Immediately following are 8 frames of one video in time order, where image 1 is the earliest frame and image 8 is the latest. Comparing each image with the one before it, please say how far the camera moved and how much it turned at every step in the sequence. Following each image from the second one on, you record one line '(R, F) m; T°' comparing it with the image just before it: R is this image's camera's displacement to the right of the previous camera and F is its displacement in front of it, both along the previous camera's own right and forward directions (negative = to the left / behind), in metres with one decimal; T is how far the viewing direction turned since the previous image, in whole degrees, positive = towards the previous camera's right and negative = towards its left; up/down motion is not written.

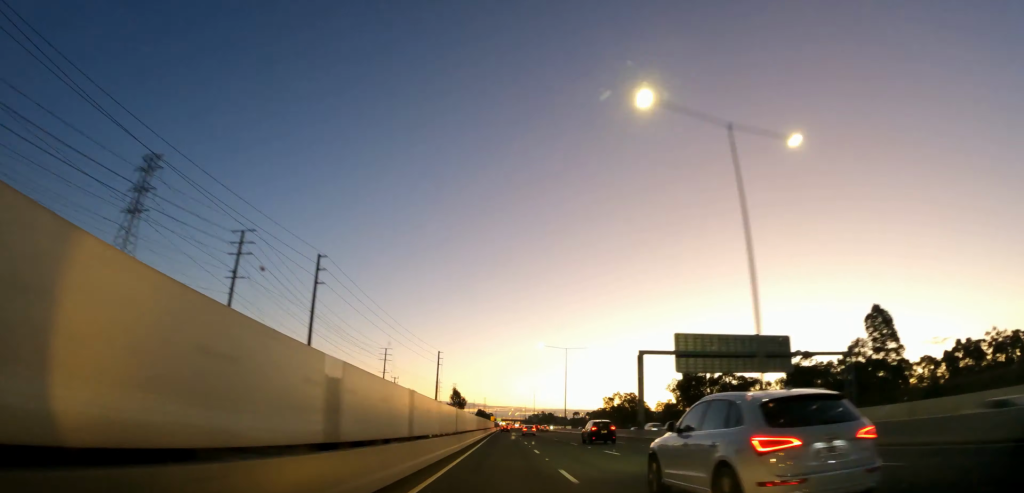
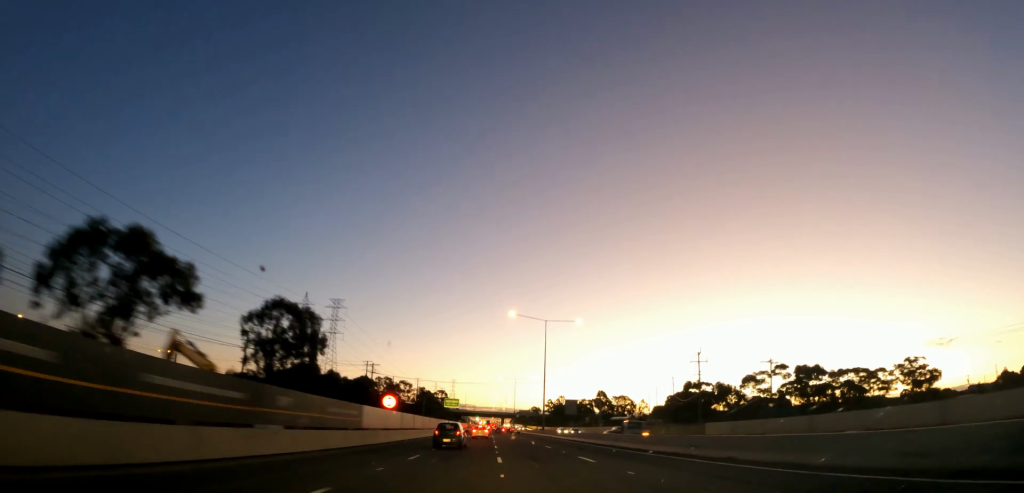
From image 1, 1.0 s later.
(-0.2, +28.0) m; -2°
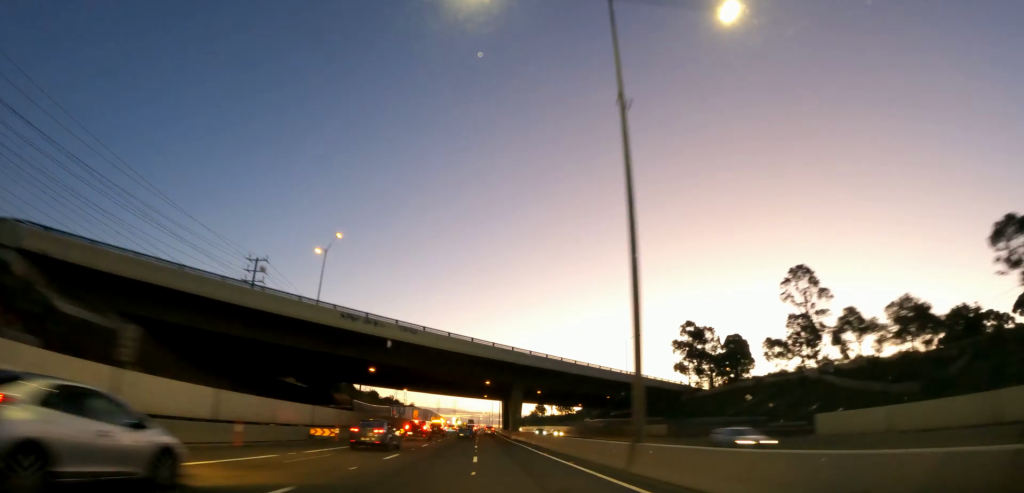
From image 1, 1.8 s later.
(-0.8, +25.2) m; 0°
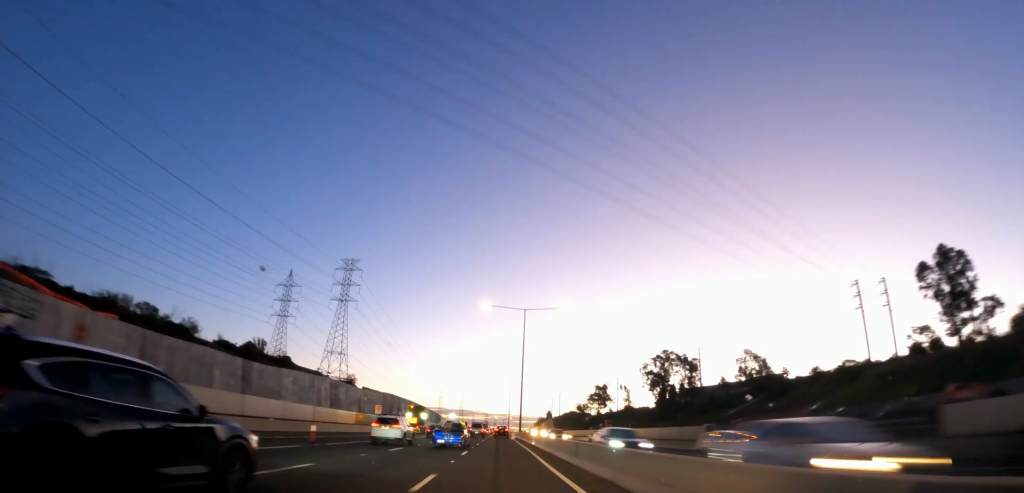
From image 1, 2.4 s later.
(+0.3, +15.5) m; +2°
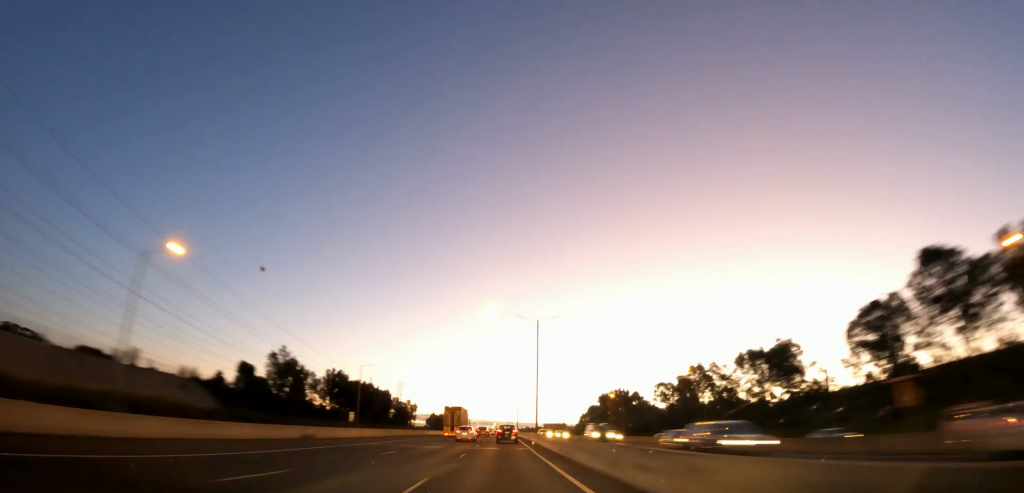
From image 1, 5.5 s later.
(+0.3, +92.5) m; +1°
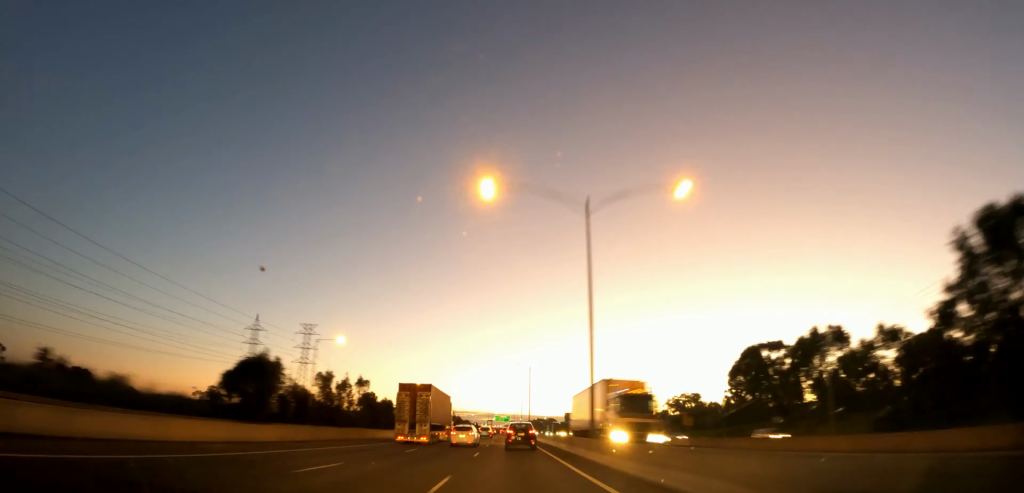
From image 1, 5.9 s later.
(+0.3, +11.6) m; -1°
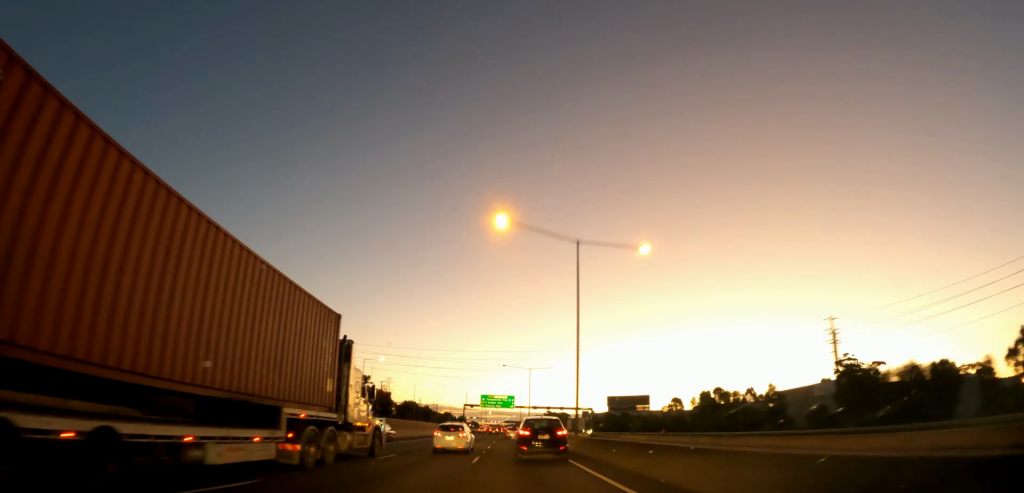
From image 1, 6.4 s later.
(+0.5, +12.6) m; -1°
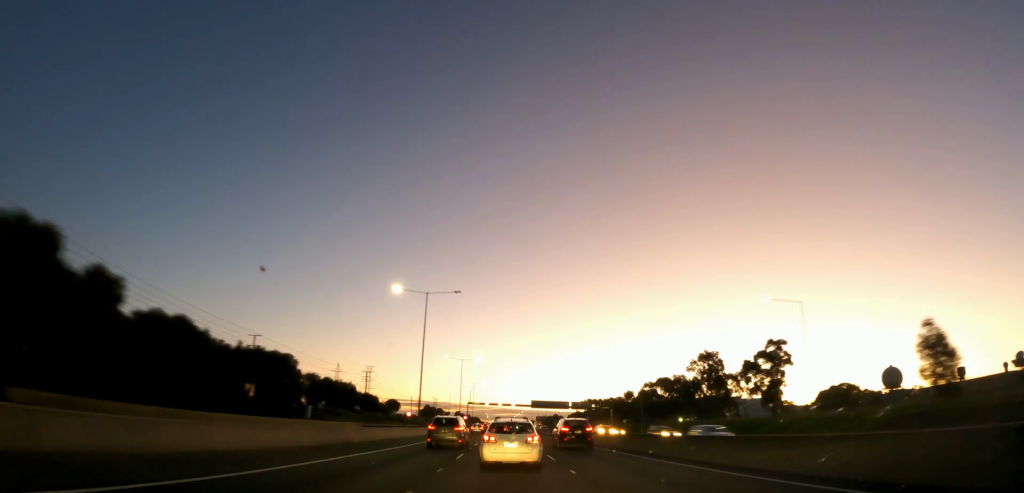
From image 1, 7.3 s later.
(-1.2, +27.1) m; -2°
